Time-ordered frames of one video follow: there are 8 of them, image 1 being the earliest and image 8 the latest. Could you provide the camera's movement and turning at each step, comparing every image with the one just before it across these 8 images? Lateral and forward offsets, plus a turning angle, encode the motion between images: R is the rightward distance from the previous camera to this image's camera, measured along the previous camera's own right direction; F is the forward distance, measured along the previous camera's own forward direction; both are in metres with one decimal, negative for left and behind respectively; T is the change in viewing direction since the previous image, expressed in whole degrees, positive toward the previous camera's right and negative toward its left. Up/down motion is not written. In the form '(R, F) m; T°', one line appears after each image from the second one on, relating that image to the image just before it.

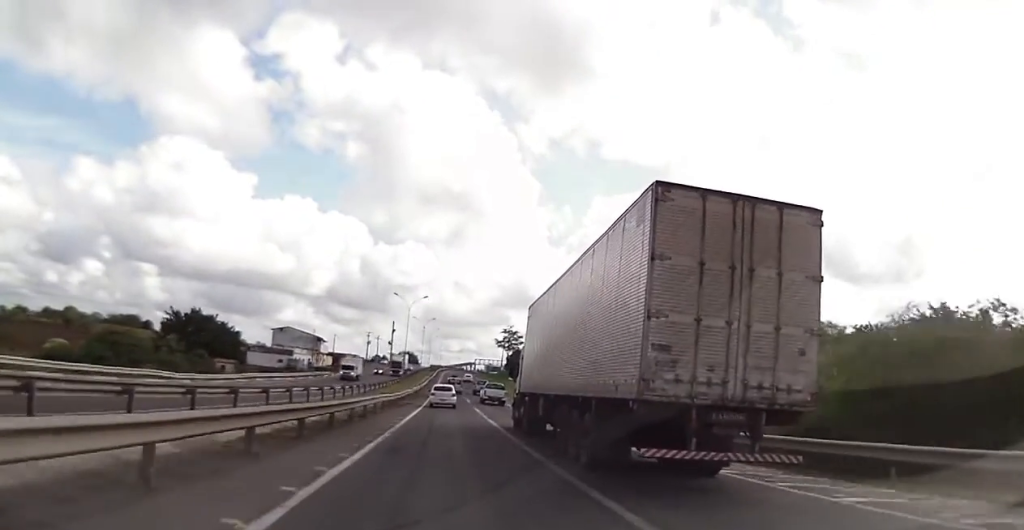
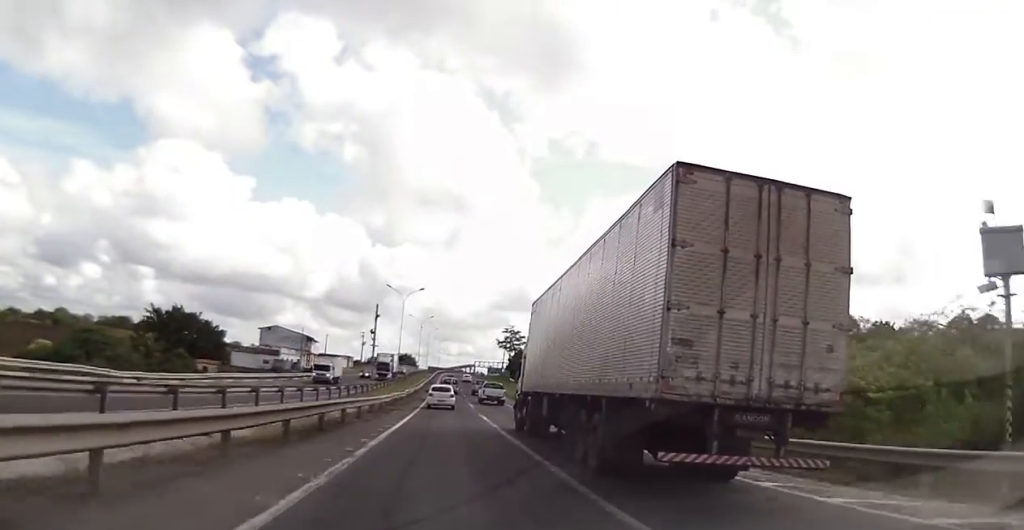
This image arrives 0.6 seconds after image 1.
(-0.2, +10.5) m; 0°
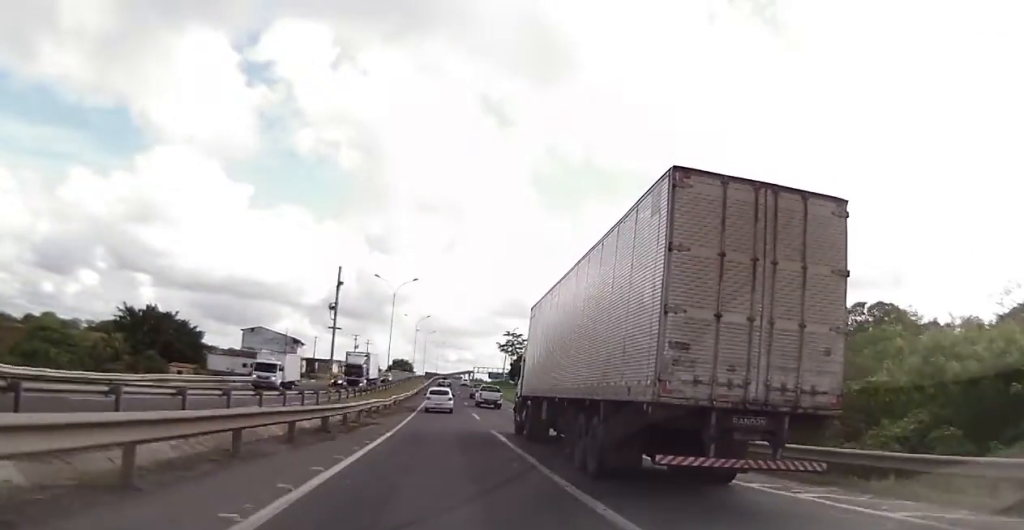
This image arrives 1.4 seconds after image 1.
(+0.3, +13.0) m; +2°
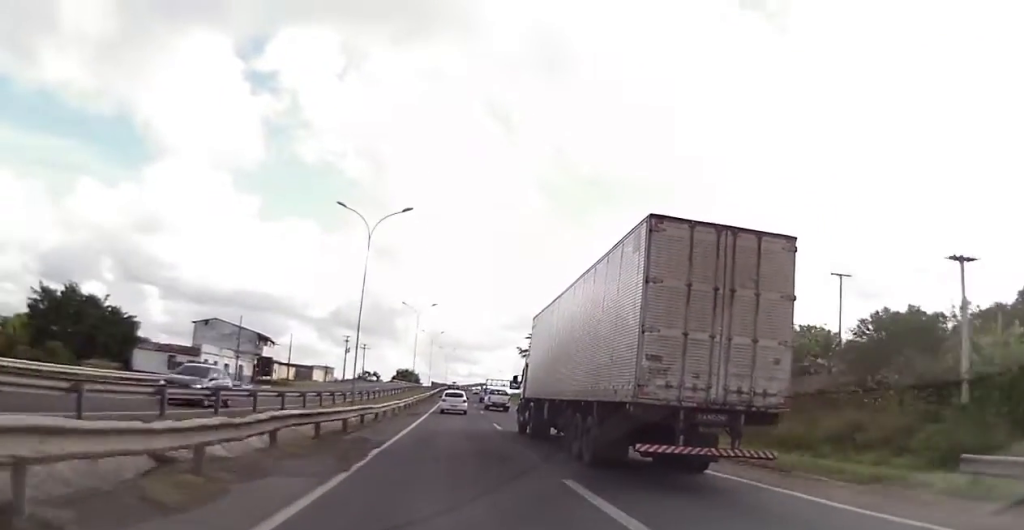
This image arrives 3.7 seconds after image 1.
(-0.3, +31.8) m; -2°
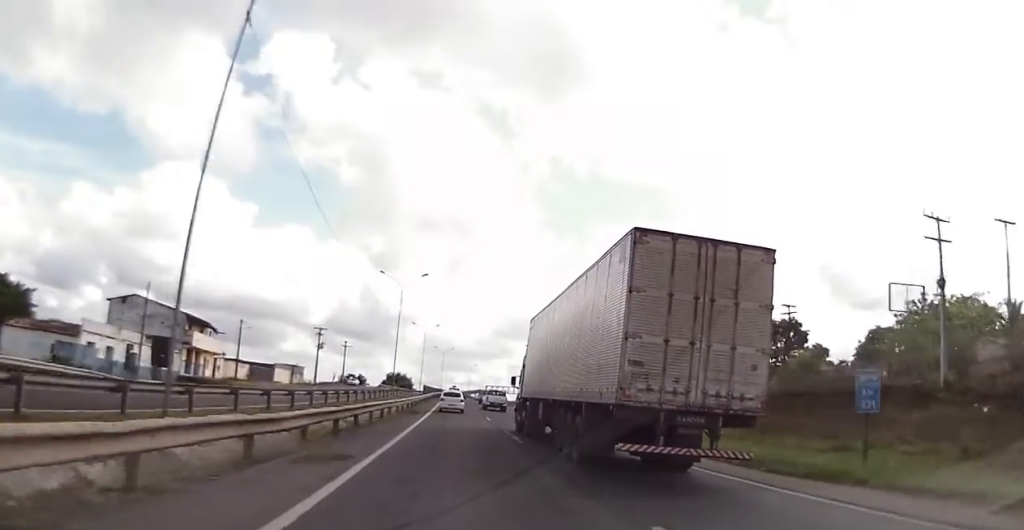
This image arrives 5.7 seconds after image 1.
(0.0, +25.3) m; +1°
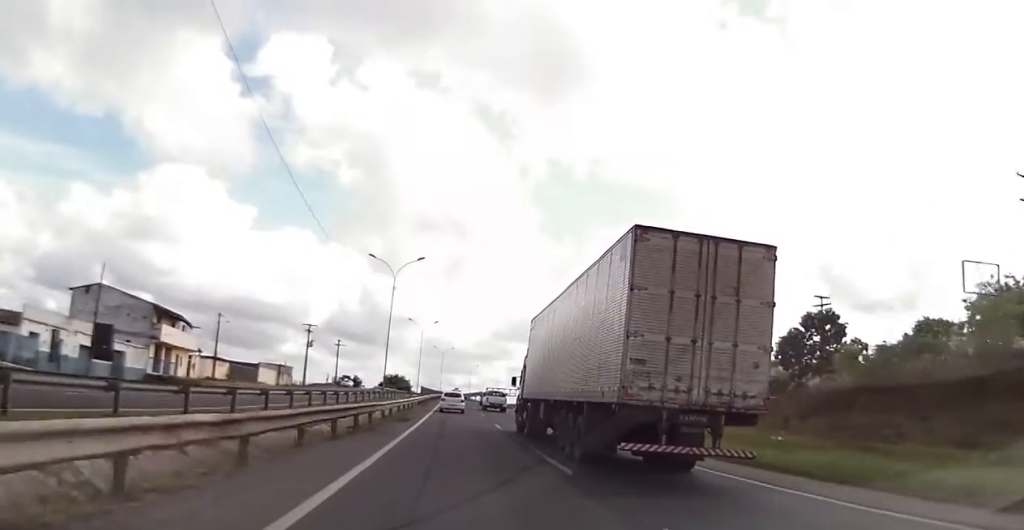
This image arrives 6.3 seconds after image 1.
(0.0, +8.1) m; +1°
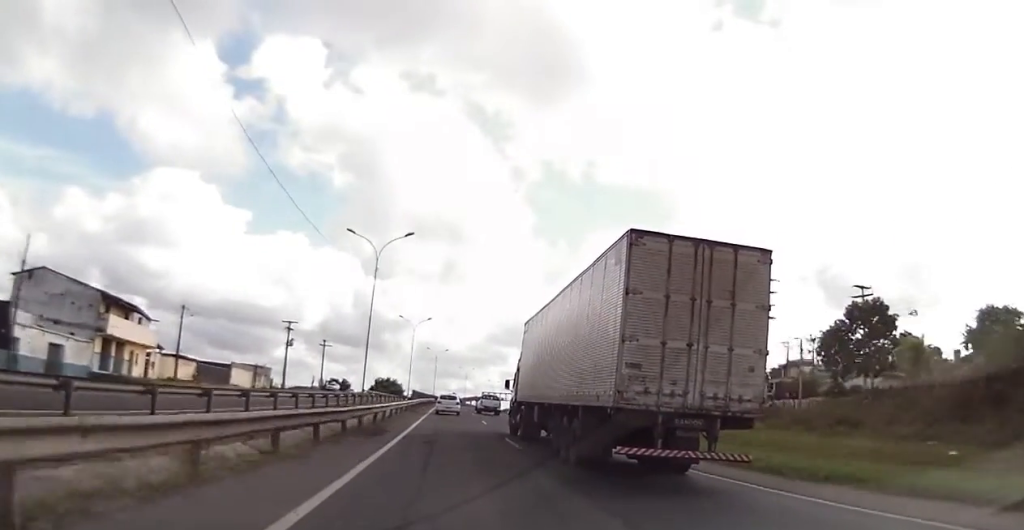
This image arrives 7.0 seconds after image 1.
(+0.1, +9.7) m; 0°
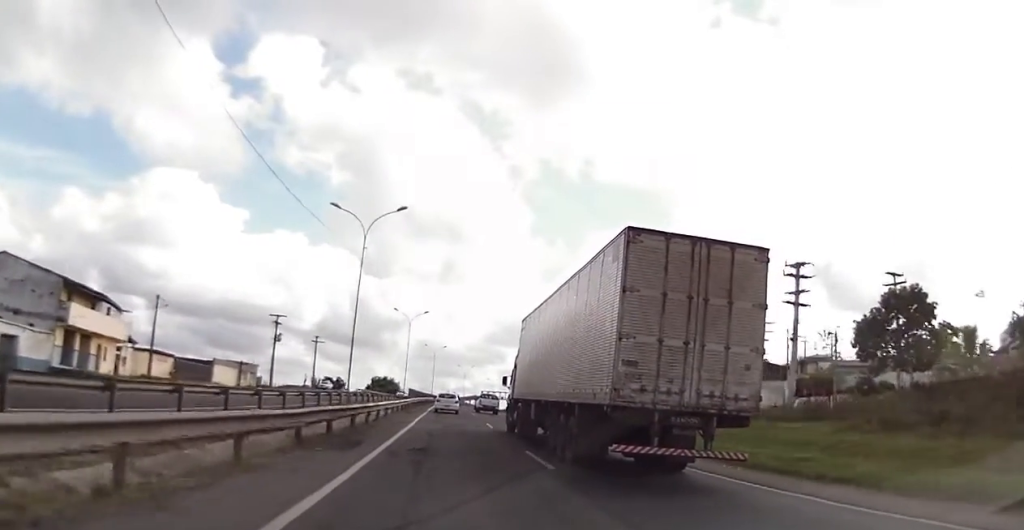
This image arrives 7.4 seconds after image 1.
(+0.1, +6.0) m; 0°
